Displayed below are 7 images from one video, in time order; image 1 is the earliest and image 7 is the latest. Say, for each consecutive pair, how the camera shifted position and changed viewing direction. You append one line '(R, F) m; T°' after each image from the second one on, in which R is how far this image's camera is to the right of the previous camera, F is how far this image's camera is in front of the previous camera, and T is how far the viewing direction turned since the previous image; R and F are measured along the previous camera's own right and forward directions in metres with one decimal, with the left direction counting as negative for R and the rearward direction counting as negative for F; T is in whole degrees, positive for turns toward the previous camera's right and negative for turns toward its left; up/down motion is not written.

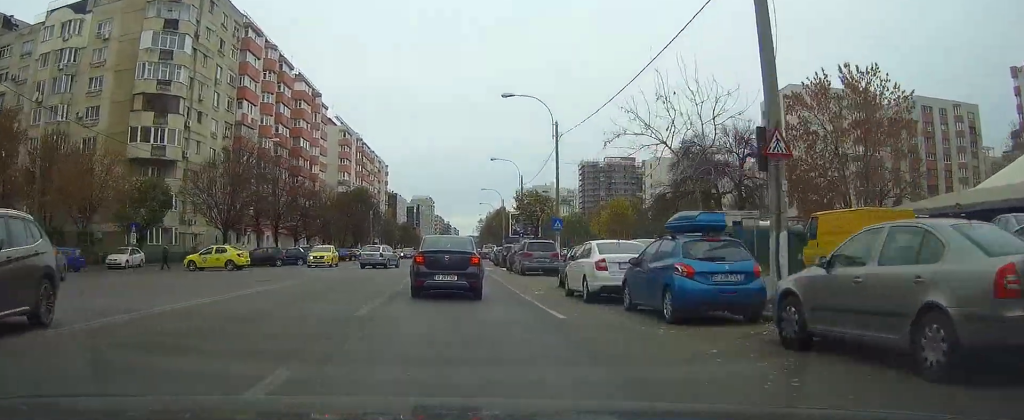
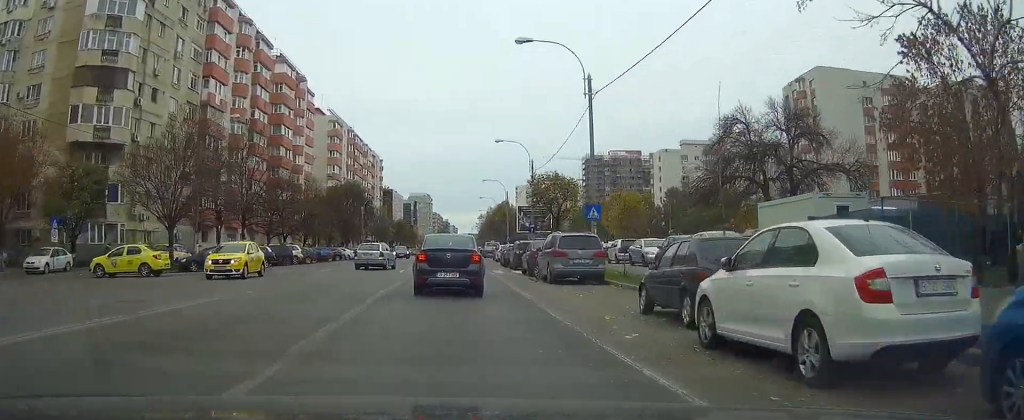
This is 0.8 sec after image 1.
(0.0, +10.7) m; 0°
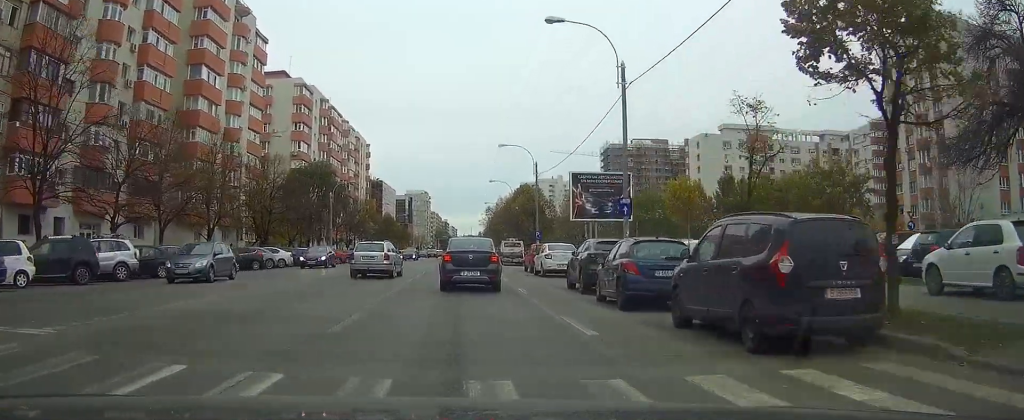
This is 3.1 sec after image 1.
(+0.1, +32.5) m; +1°
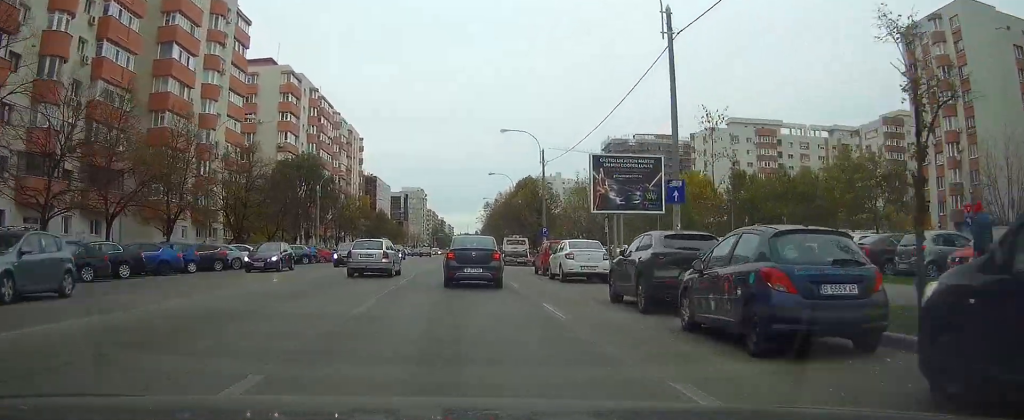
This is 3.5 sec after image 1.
(0.0, +6.2) m; 0°
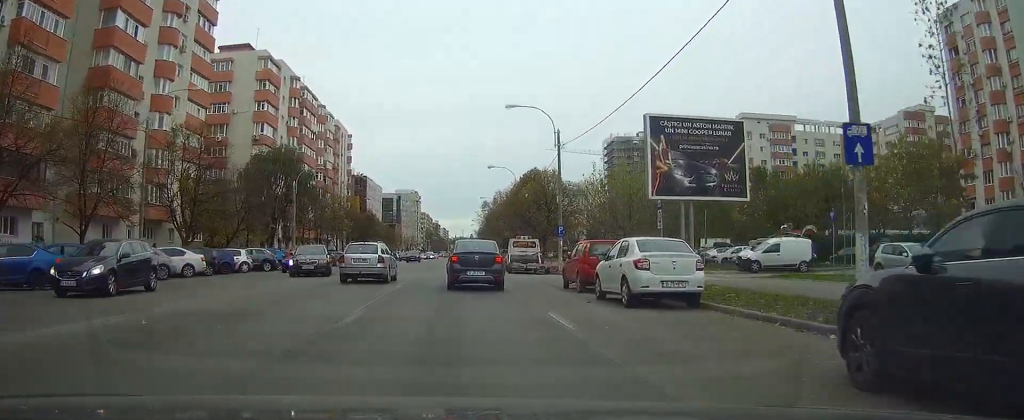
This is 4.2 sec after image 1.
(0.0, +10.2) m; 0°
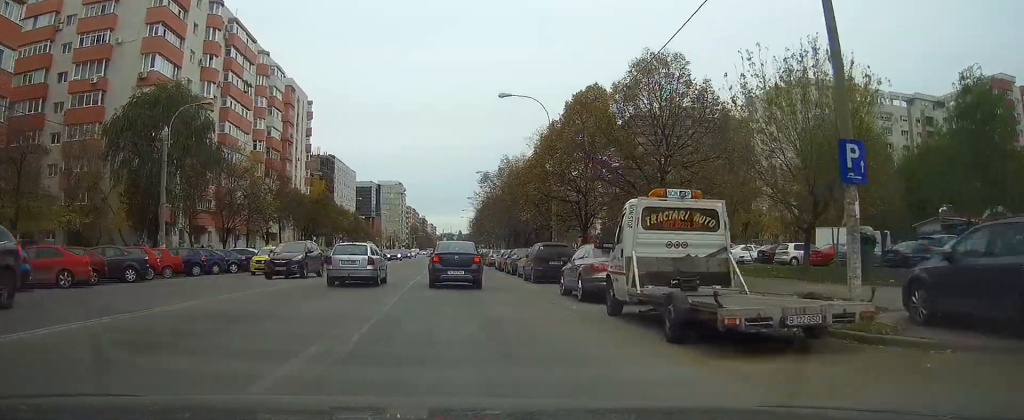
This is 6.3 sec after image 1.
(0.0, +32.2) m; 0°
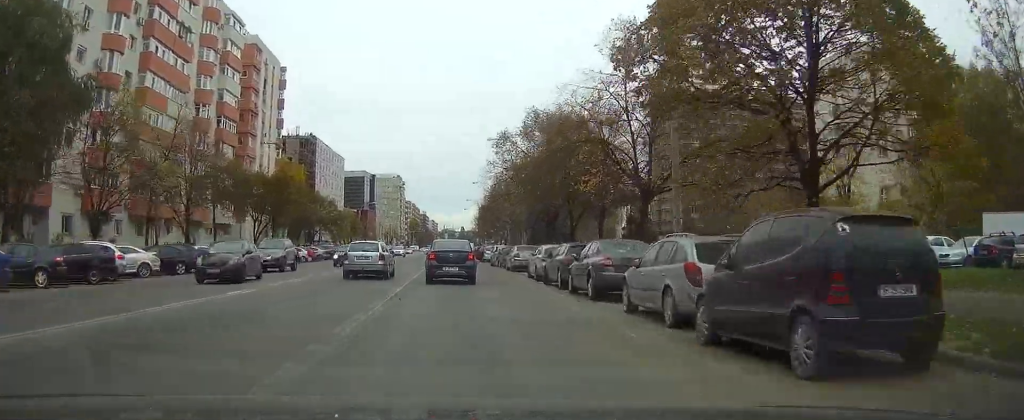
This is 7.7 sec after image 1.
(+0.1, +21.8) m; 0°
